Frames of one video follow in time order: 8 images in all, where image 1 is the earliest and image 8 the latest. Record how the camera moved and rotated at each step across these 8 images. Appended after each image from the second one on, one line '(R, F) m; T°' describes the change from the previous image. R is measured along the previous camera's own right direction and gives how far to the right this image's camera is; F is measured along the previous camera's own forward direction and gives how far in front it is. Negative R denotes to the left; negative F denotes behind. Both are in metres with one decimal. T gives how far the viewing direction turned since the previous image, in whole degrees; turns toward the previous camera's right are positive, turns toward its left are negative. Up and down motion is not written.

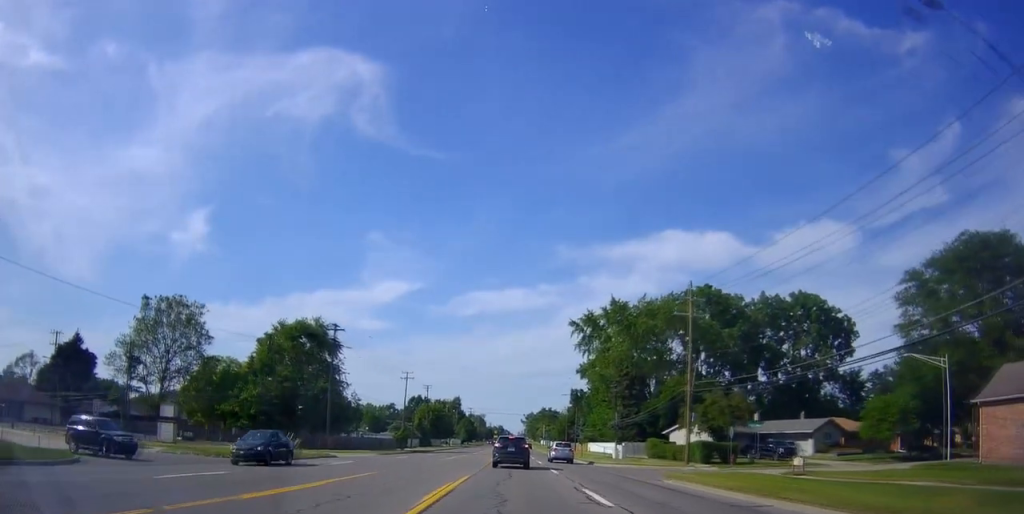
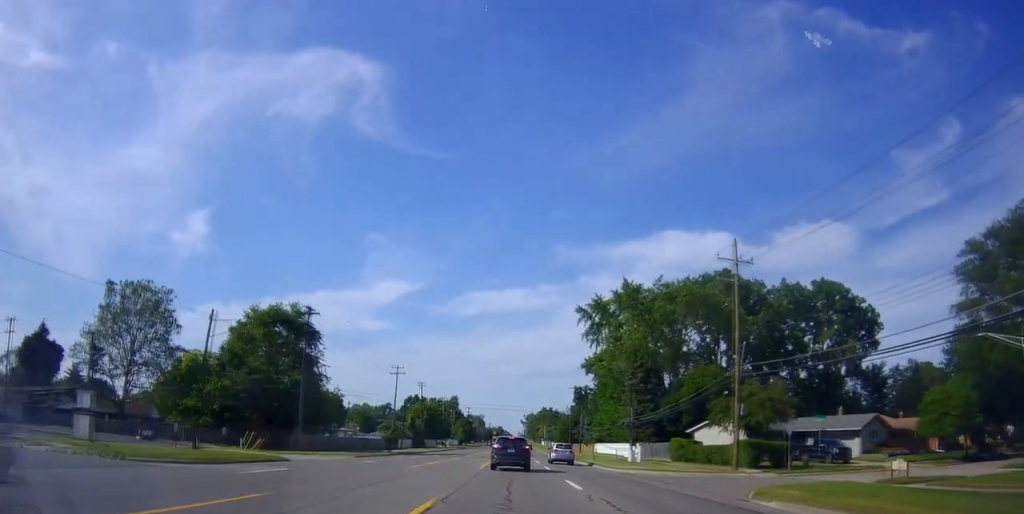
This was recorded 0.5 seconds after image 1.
(+0.2, +9.8) m; +1°
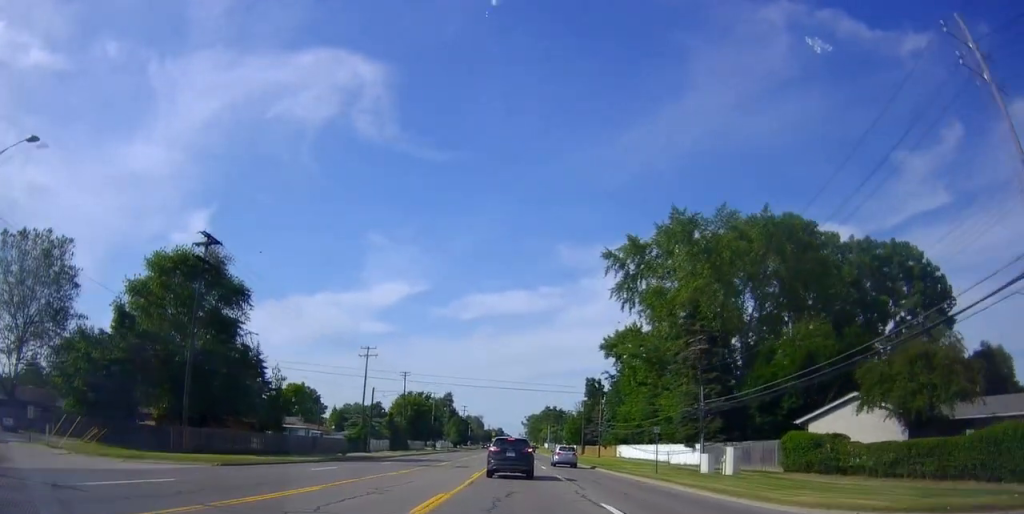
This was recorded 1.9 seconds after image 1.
(+0.6, +25.2) m; 0°
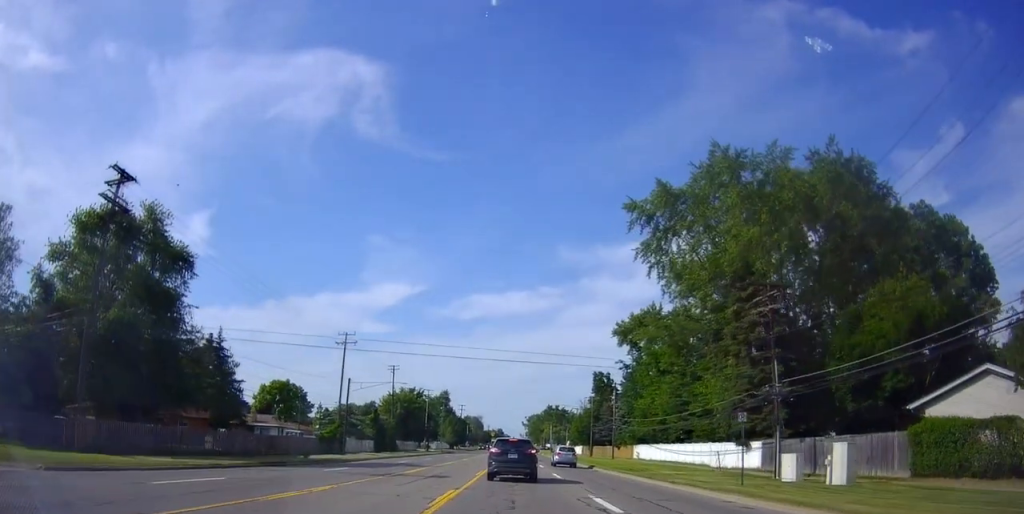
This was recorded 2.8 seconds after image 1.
(-0.7, +13.7) m; 0°
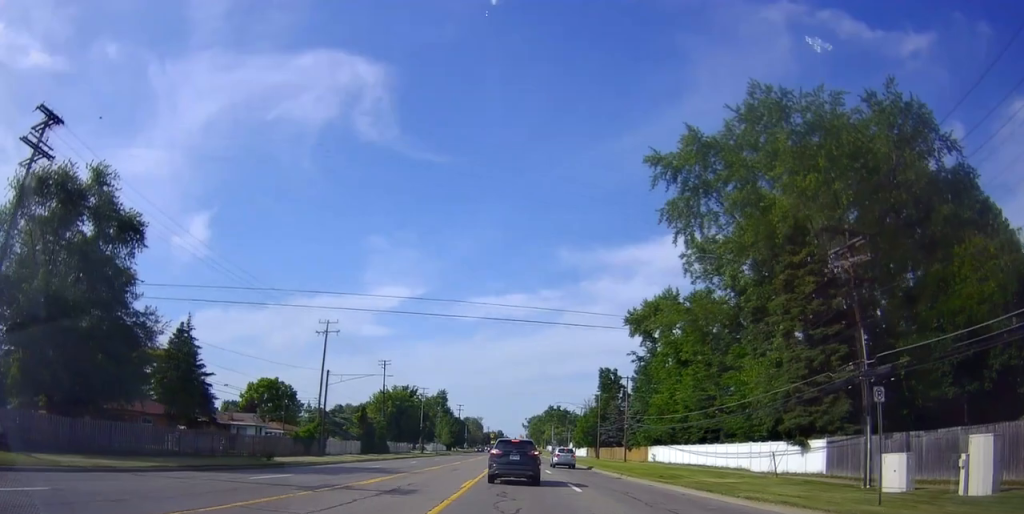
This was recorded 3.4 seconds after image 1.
(+0.2, +9.1) m; 0°
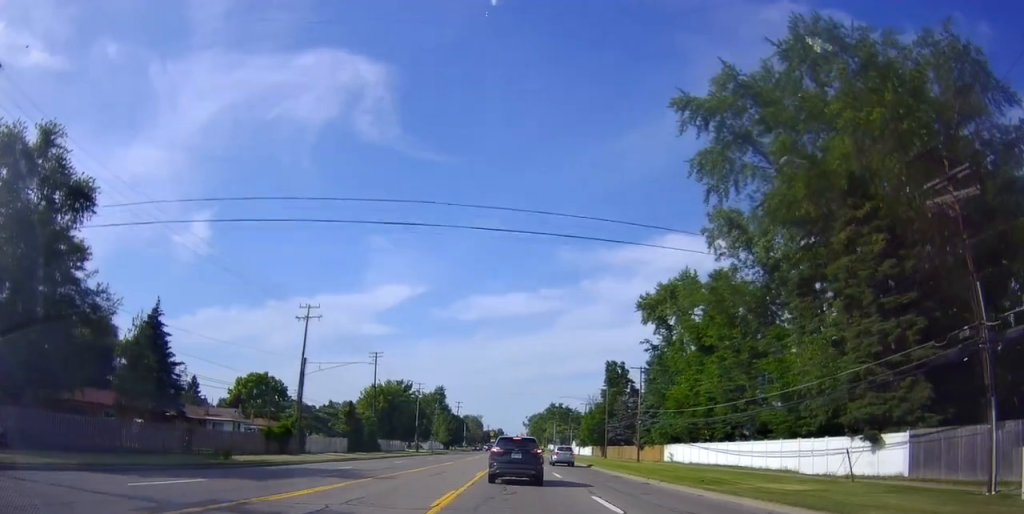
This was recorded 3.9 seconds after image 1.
(+0.3, +7.8) m; +1°
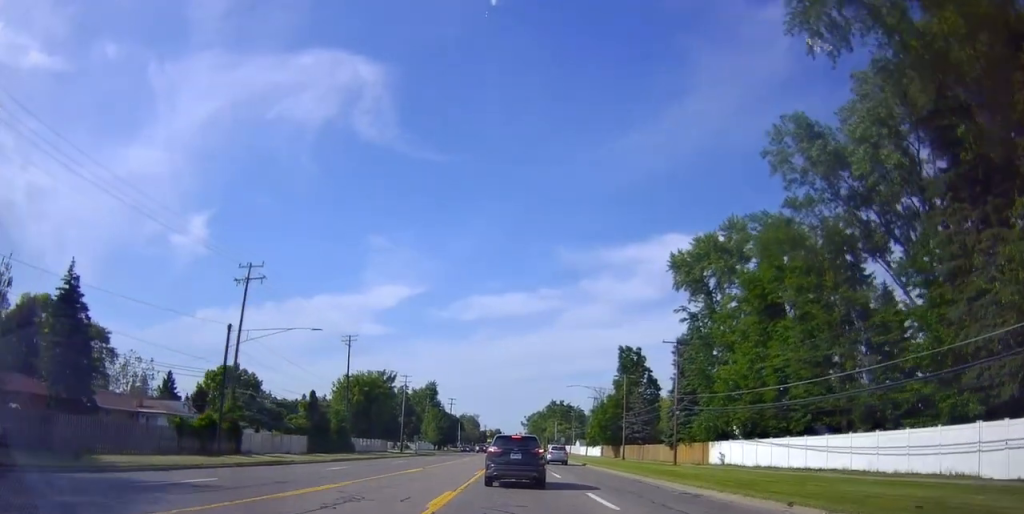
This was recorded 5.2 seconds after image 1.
(-0.3, +16.2) m; 0°
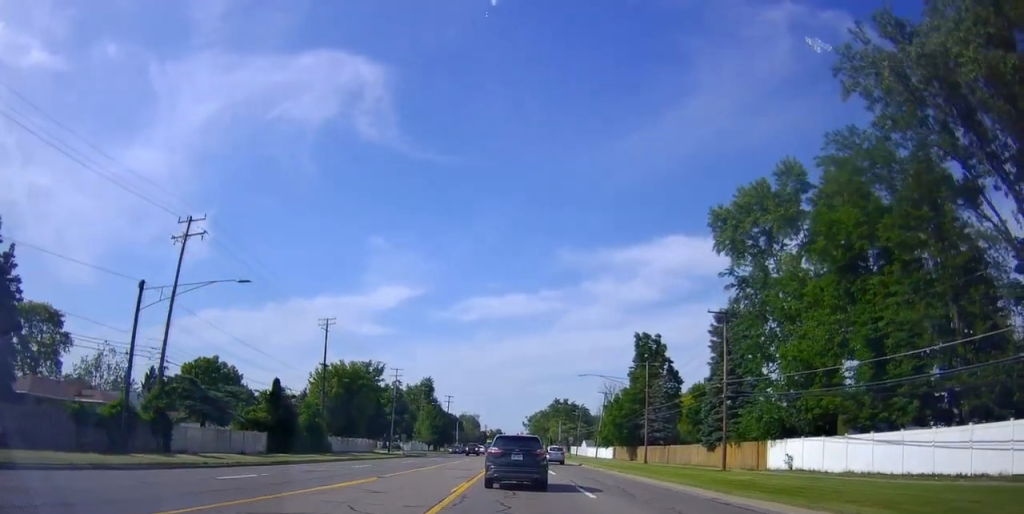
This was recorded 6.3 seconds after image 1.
(+0.3, +12.8) m; +1°
